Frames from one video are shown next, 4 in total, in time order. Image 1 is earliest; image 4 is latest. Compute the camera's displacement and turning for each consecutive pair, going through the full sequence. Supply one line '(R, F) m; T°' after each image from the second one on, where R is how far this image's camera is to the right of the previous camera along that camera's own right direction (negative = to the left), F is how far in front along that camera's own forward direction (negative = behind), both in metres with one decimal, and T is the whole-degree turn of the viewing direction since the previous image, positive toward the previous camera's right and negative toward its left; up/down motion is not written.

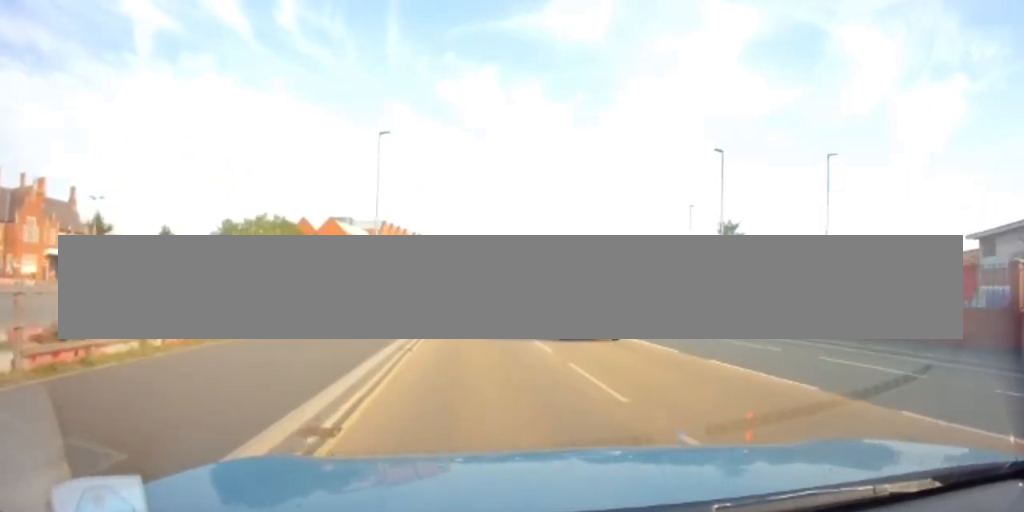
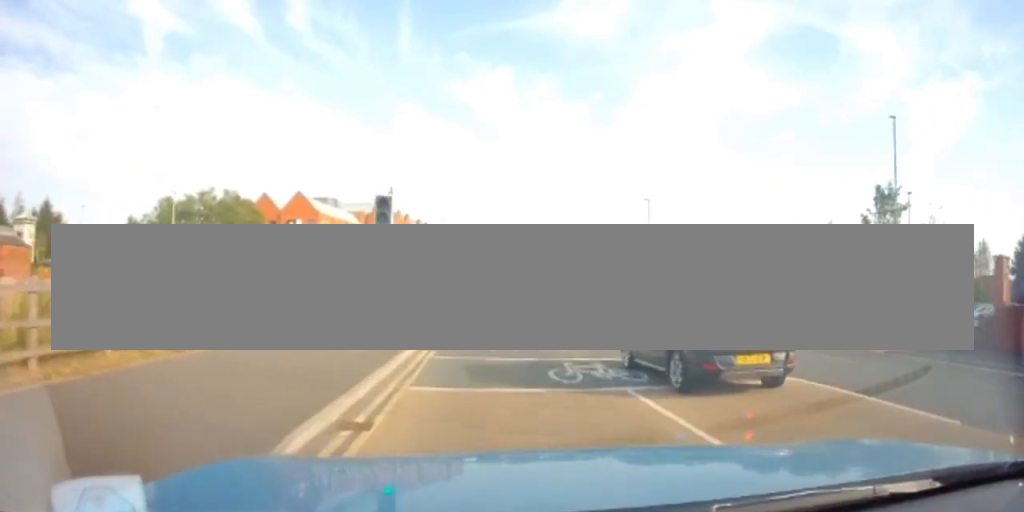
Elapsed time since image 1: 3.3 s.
(-0.4, +31.8) m; +1°
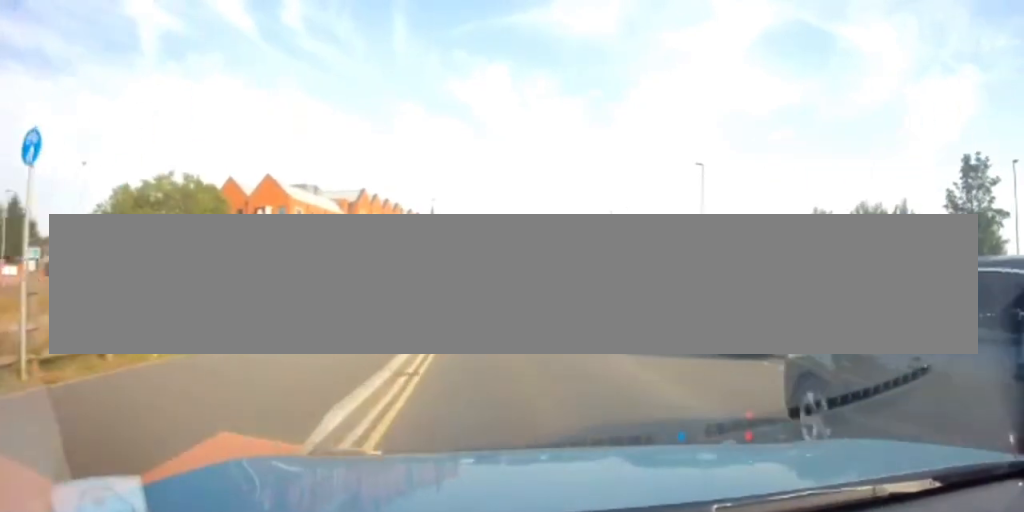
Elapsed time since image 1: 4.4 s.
(+0.1, +12.7) m; 0°
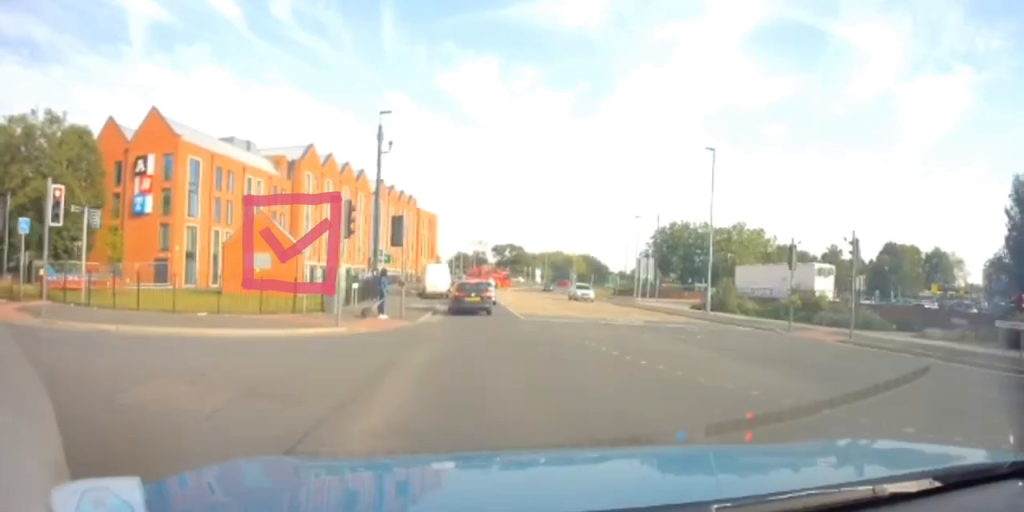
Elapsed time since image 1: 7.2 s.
(-0.4, +29.1) m; 0°
